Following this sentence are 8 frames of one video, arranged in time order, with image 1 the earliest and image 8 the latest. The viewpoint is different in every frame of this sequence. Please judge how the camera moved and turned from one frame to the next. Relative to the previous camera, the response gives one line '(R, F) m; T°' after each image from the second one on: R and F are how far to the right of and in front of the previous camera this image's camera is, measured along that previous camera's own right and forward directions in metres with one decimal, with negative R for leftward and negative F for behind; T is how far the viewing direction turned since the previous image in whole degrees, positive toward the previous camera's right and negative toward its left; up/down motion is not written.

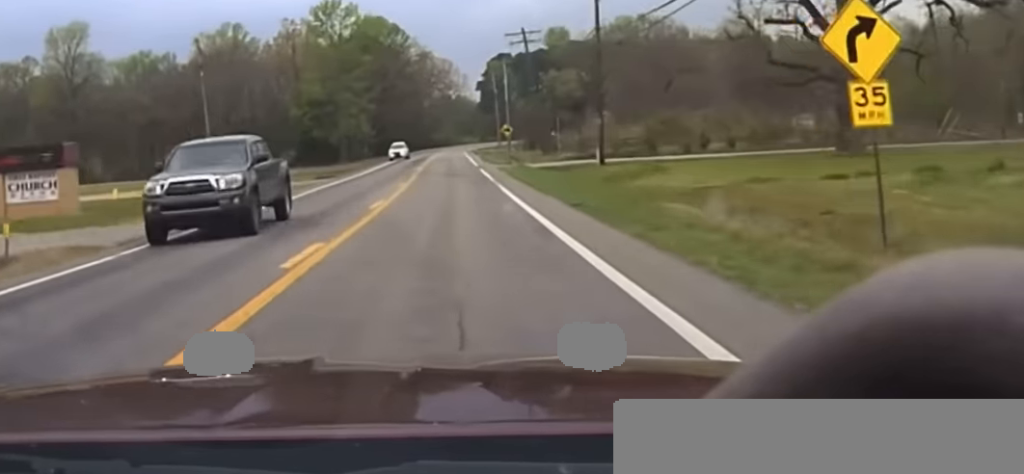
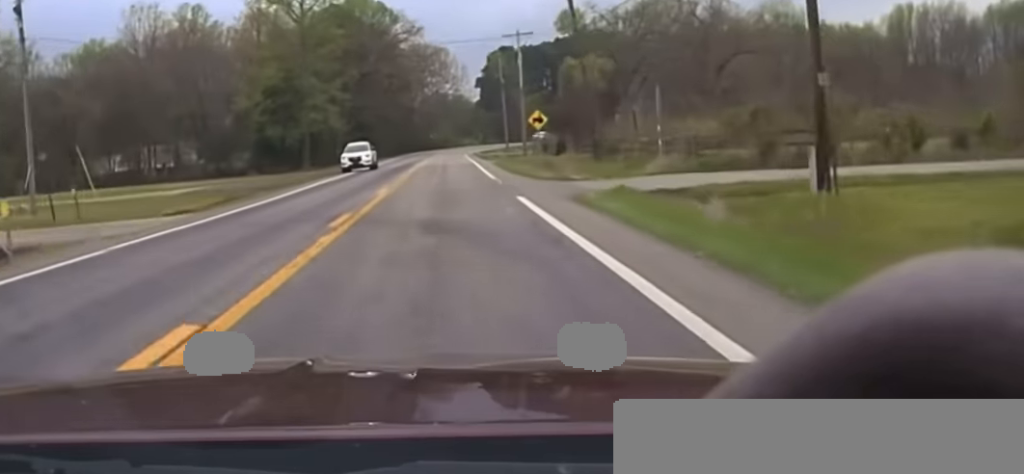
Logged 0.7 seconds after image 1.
(+0.2, +36.2) m; 0°
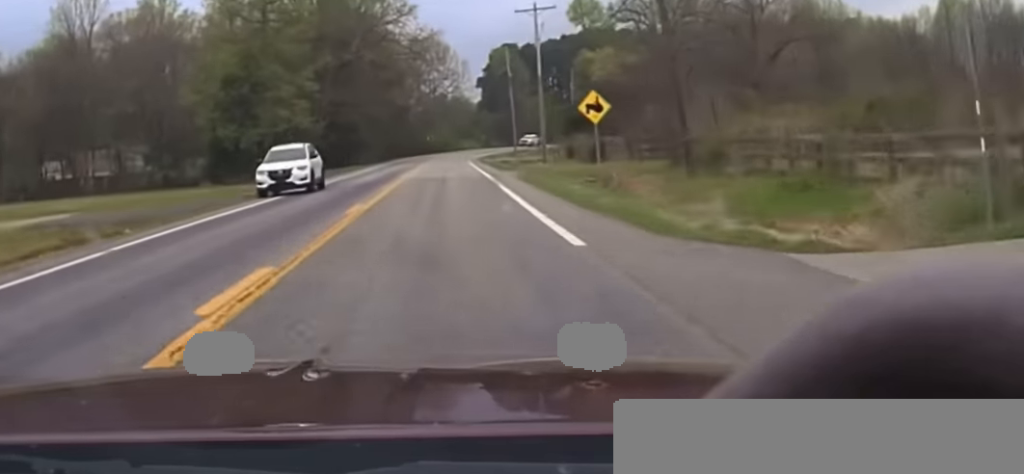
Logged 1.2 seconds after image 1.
(-0.2, +22.9) m; 0°
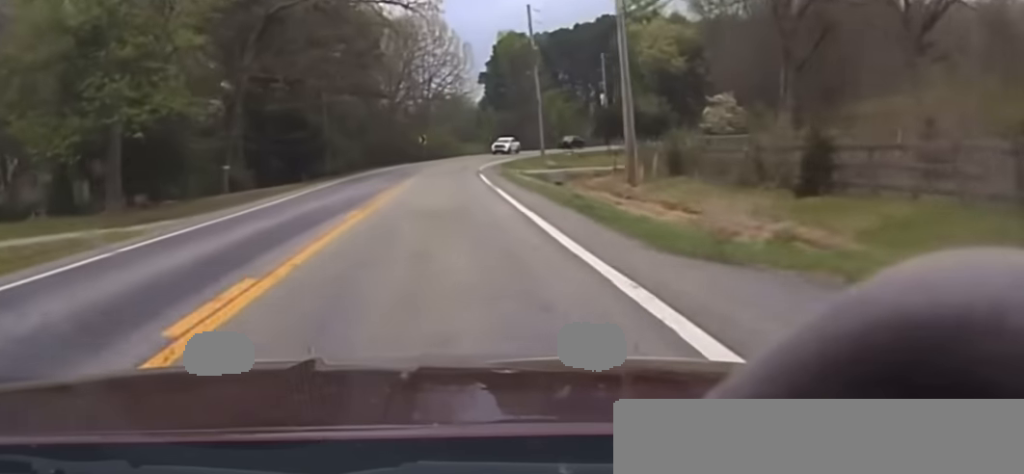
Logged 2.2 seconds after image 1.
(0.0, +38.3) m; +1°
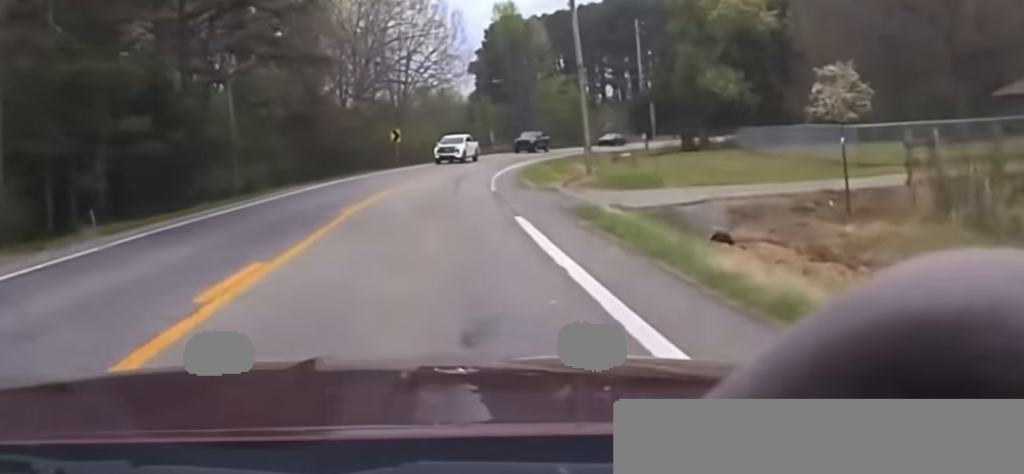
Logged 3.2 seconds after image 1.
(+0.5, +35.4) m; +2°
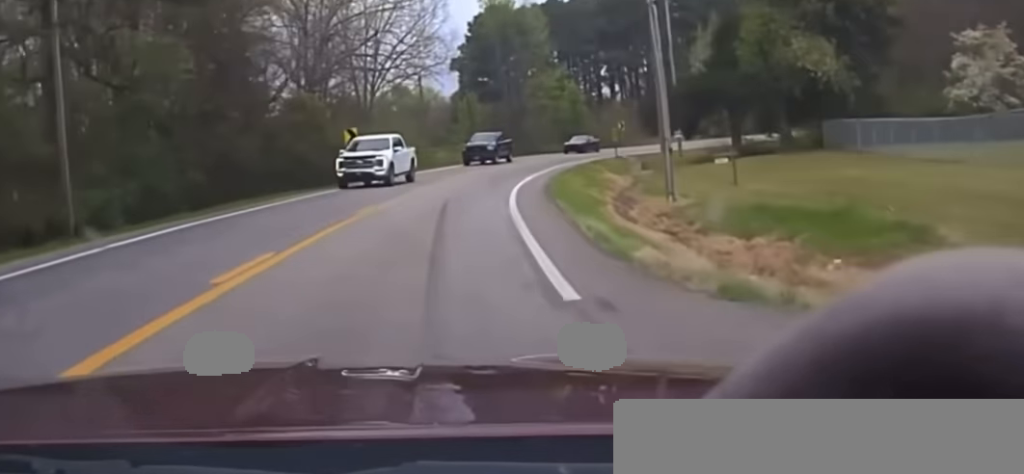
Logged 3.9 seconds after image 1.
(+0.2, +22.4) m; +2°
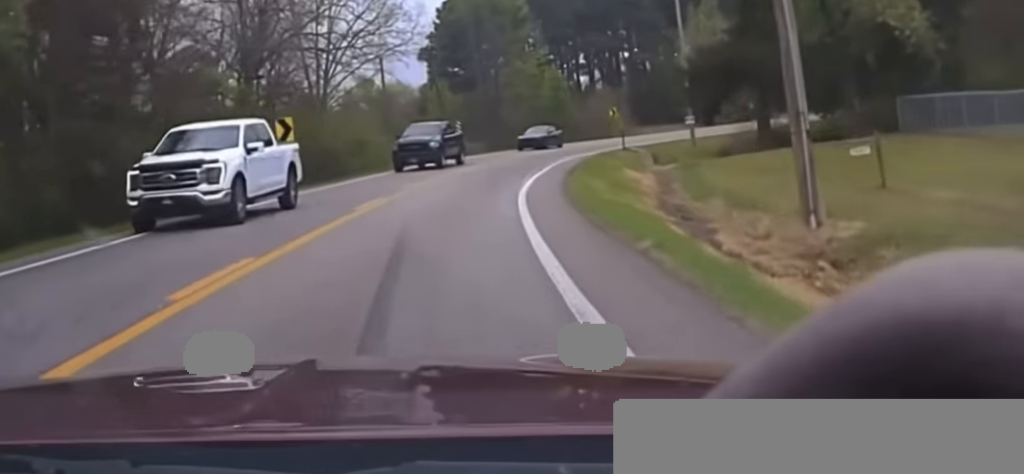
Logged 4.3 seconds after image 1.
(-0.1, +13.0) m; +2°
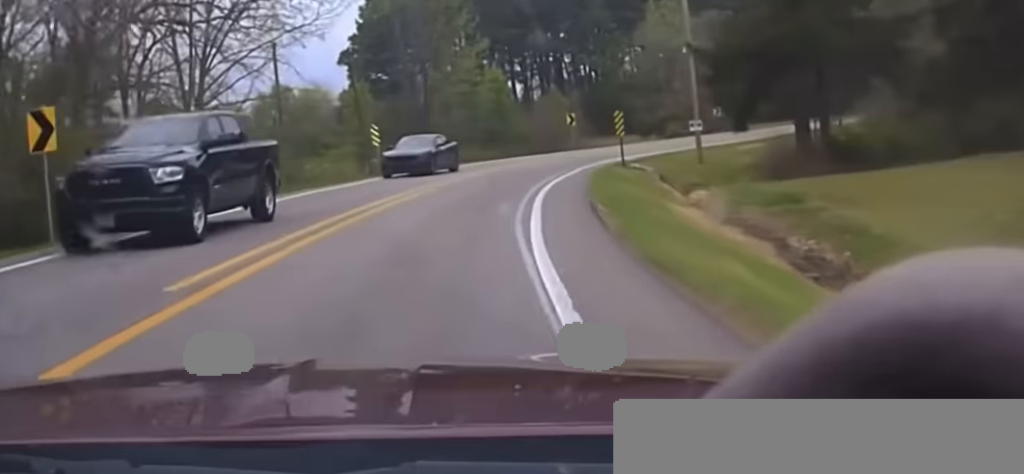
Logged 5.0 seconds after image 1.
(+0.3, +18.3) m; +5°
